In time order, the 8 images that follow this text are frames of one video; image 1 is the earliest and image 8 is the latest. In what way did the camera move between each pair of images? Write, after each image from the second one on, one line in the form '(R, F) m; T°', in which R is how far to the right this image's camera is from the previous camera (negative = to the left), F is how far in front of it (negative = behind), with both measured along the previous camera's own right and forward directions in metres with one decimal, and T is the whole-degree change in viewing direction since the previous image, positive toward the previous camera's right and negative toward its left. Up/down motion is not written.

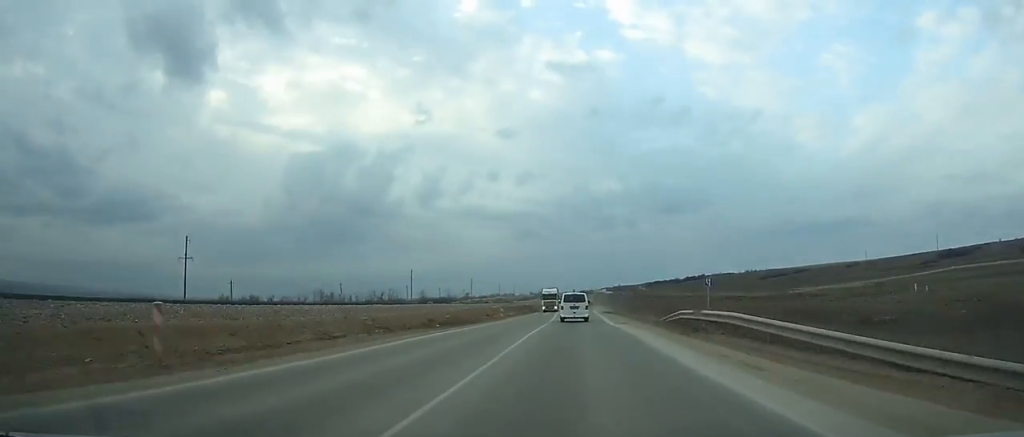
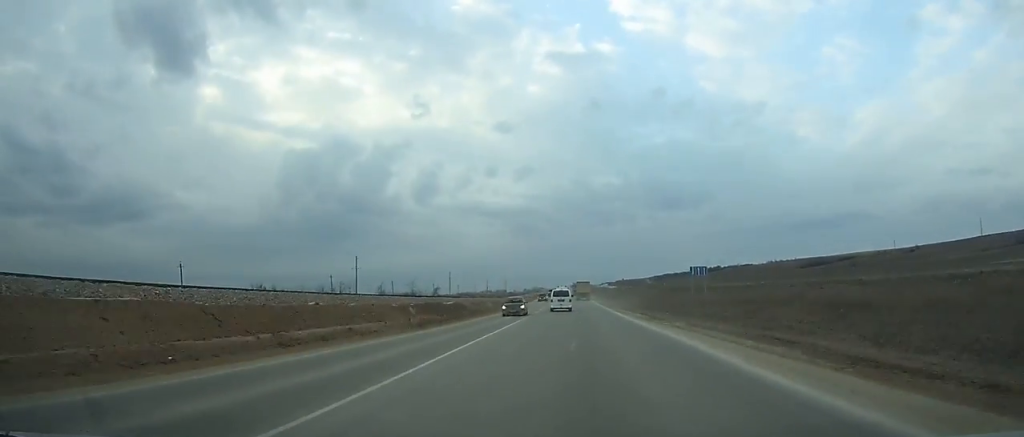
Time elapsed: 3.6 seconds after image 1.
(-0.2, +83.7) m; 0°
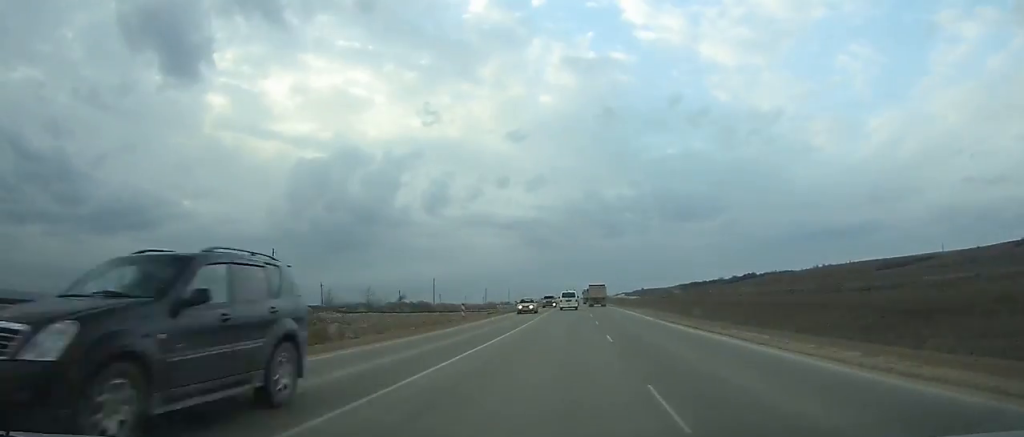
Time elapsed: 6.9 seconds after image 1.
(-0.3, +81.6) m; 0°
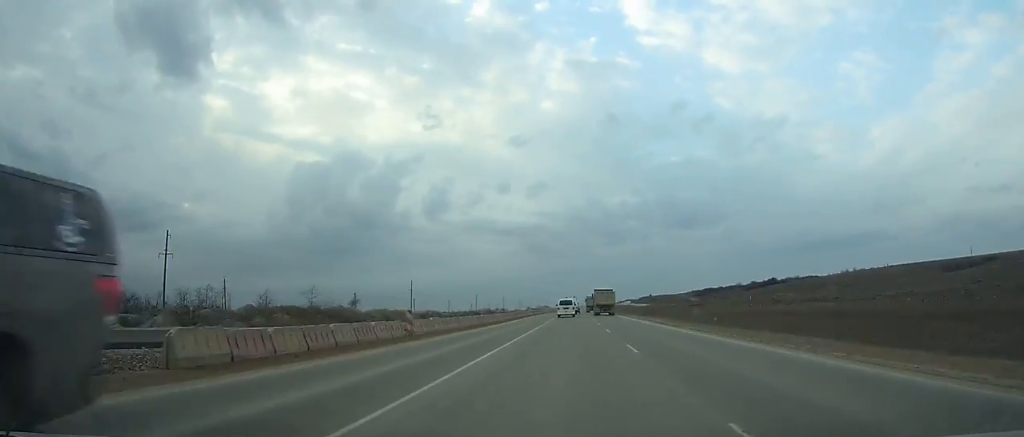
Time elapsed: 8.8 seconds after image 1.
(+0.1, +49.0) m; 0°
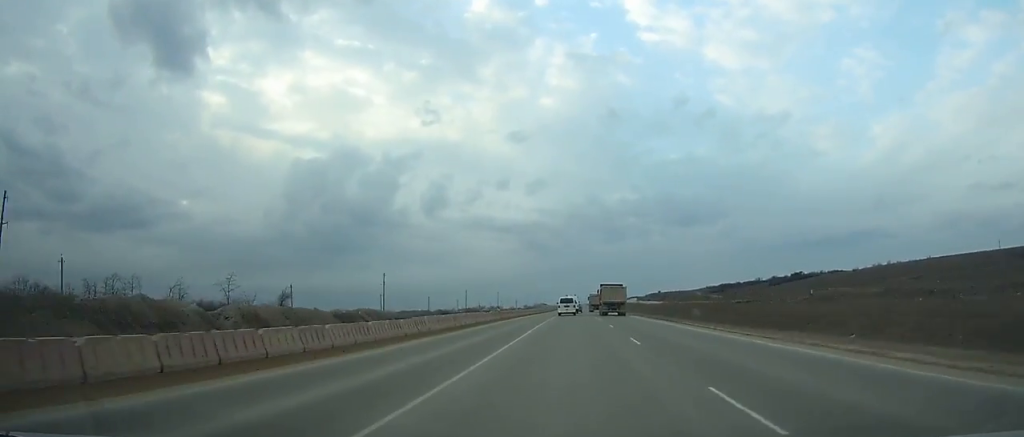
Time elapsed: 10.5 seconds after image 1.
(-0.2, +45.6) m; 0°
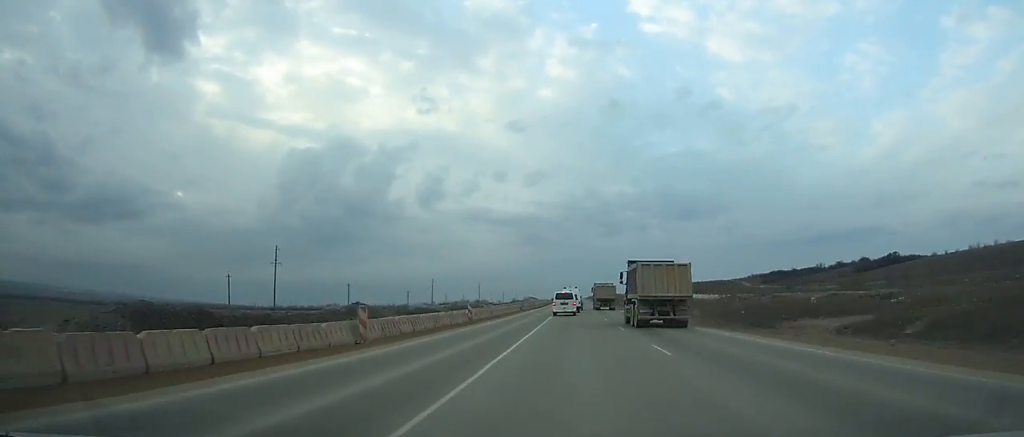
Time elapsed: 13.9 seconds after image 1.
(+0.4, +91.5) m; 0°
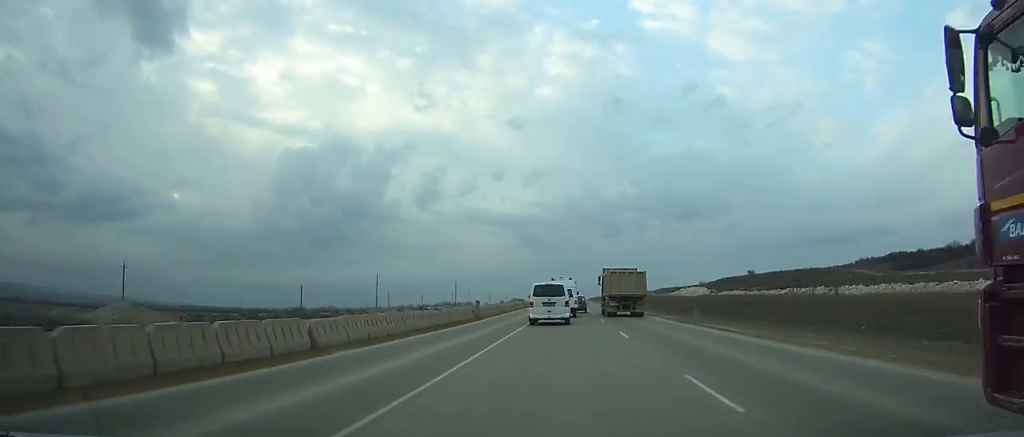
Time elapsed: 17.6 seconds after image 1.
(+0.1, +96.5) m; 0°
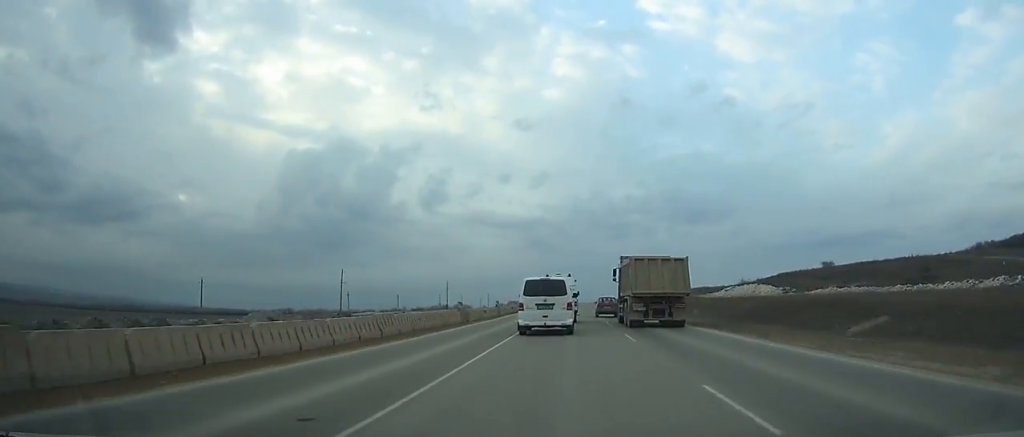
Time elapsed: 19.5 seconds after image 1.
(-0.4, +45.6) m; 0°
